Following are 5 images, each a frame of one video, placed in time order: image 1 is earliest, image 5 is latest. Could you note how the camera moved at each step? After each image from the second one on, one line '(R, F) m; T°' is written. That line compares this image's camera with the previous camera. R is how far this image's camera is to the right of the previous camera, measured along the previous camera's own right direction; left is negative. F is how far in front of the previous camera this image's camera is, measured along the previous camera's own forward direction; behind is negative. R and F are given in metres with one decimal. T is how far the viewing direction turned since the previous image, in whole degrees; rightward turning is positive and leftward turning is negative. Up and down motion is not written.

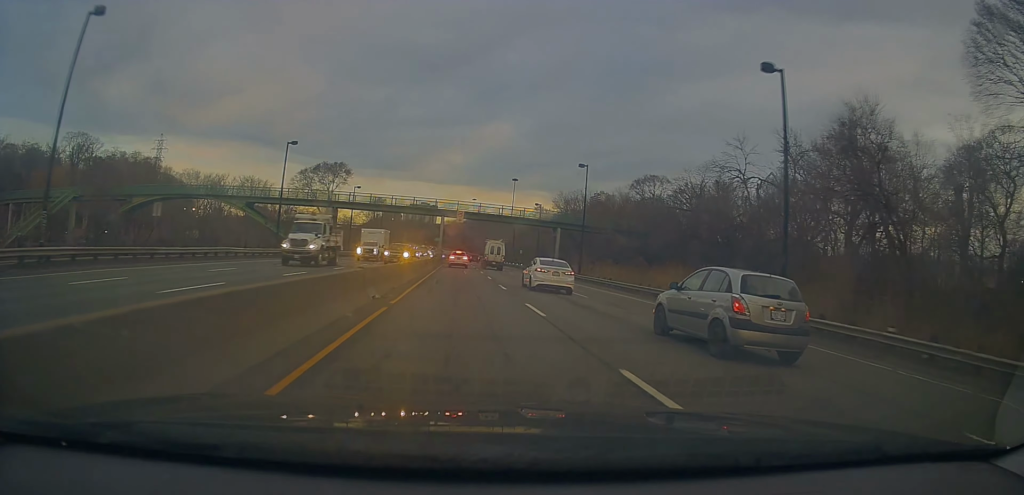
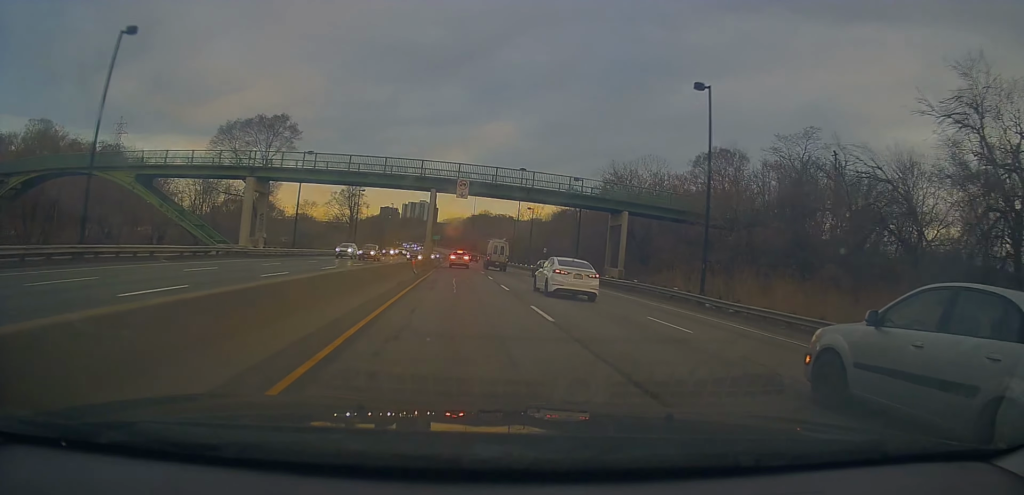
(+0.1, +30.2) m; 0°
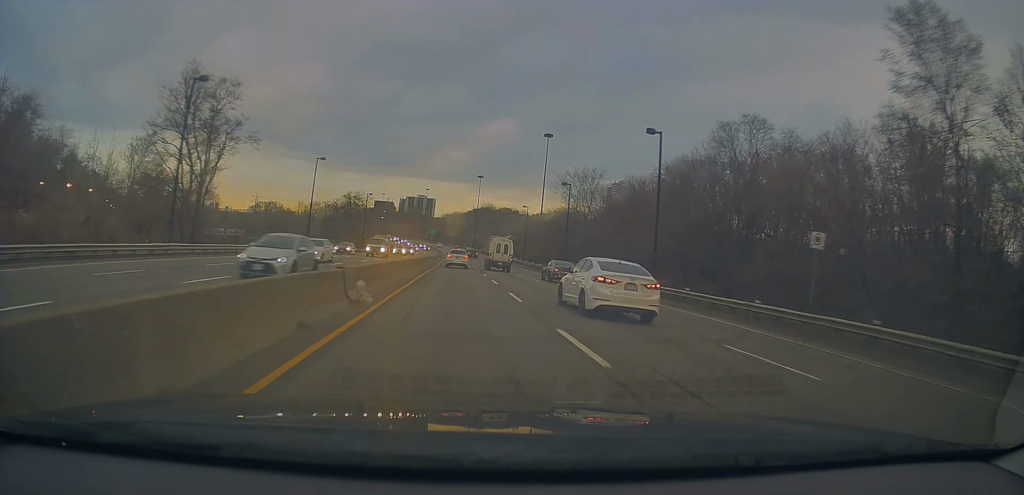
(-0.5, +64.2) m; 0°
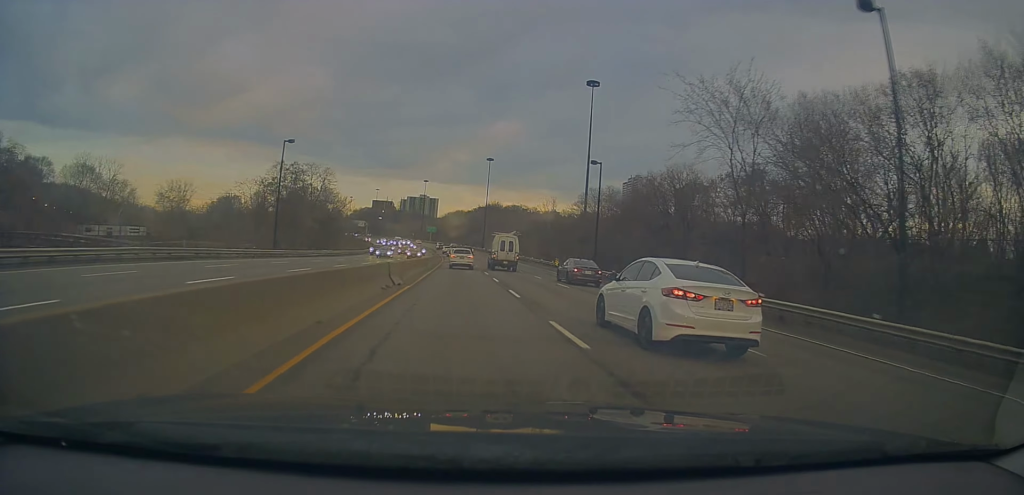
(+0.4, +53.5) m; 0°
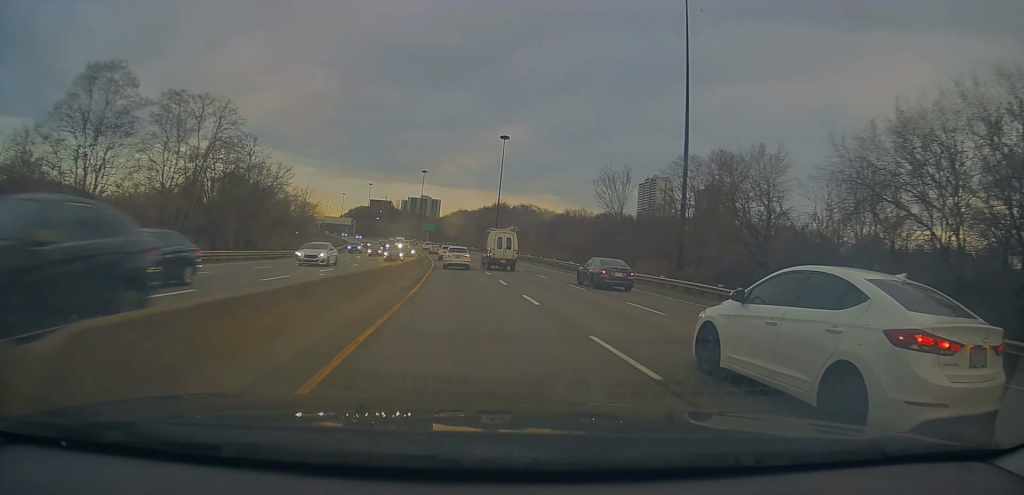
(-0.4, +47.4) m; -1°
